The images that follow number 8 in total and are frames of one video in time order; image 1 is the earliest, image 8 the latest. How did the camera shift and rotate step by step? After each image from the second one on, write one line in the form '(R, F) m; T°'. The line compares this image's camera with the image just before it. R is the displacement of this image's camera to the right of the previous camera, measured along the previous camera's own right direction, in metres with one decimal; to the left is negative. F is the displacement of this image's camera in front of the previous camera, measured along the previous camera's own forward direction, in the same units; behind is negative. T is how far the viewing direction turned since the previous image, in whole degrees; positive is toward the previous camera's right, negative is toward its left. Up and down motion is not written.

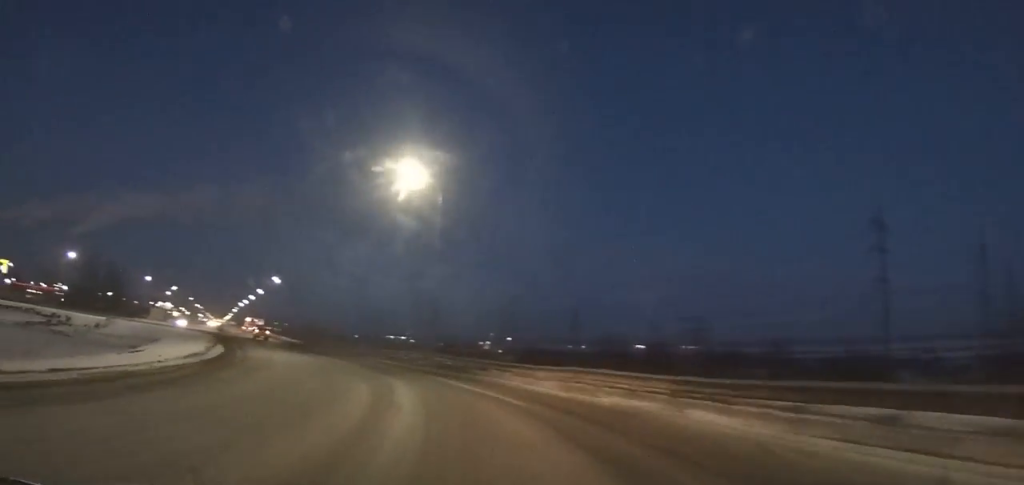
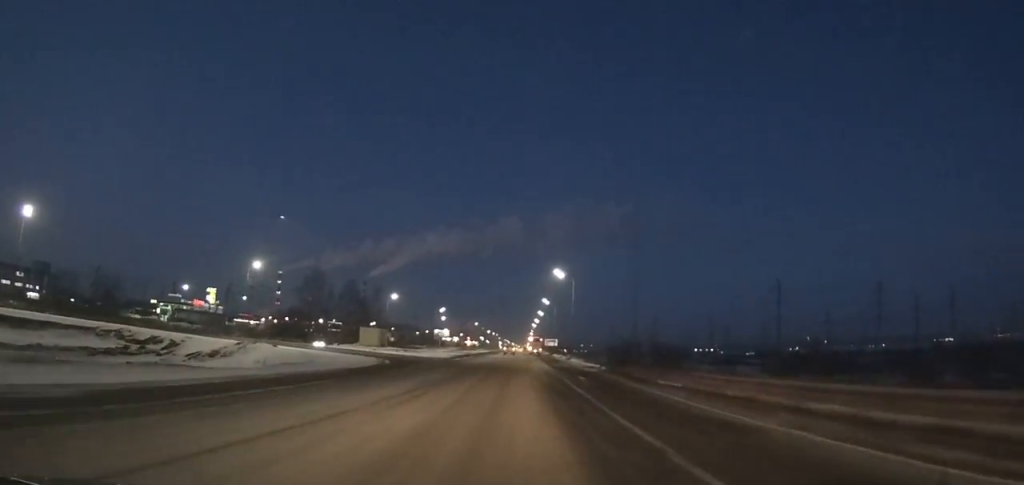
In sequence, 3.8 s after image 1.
(-11.8, +47.4) m; -18°
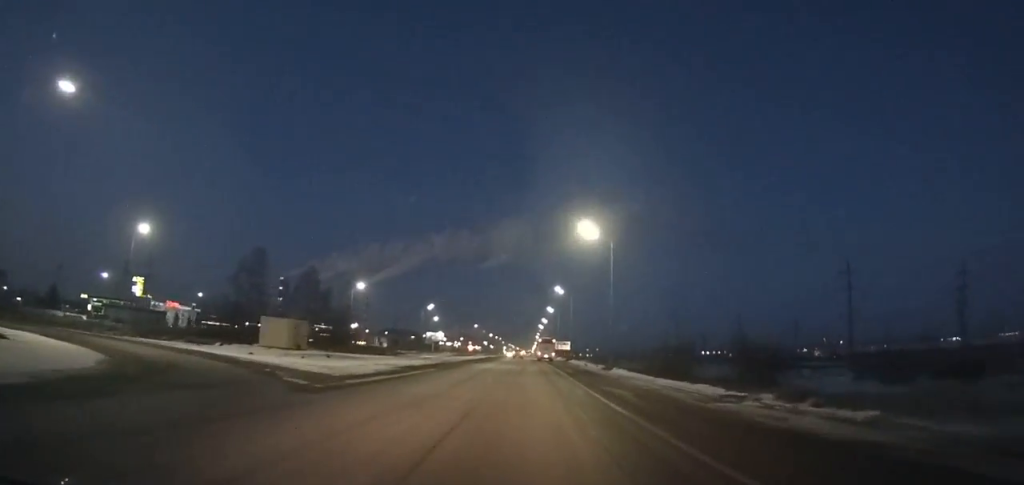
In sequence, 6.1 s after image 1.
(-1.0, +32.4) m; -2°
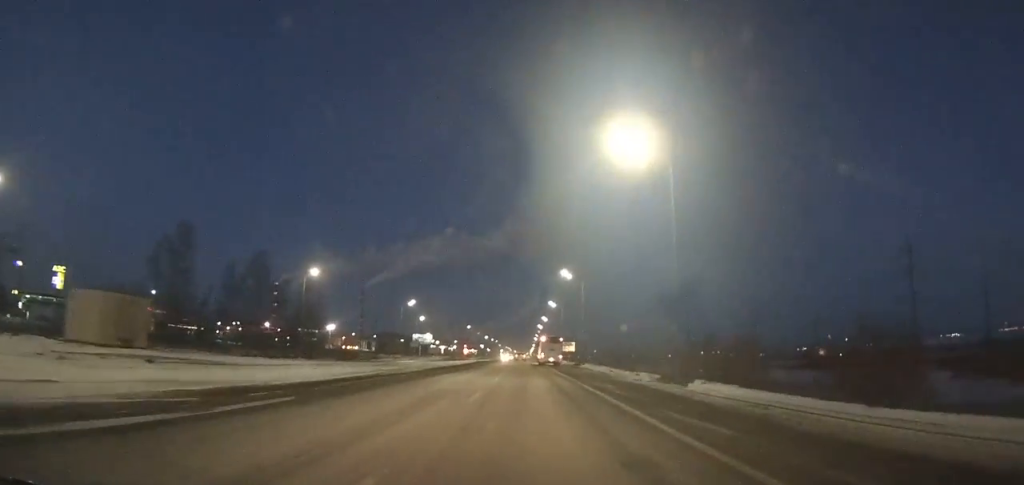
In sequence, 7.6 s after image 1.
(-0.1, +21.7) m; 0°
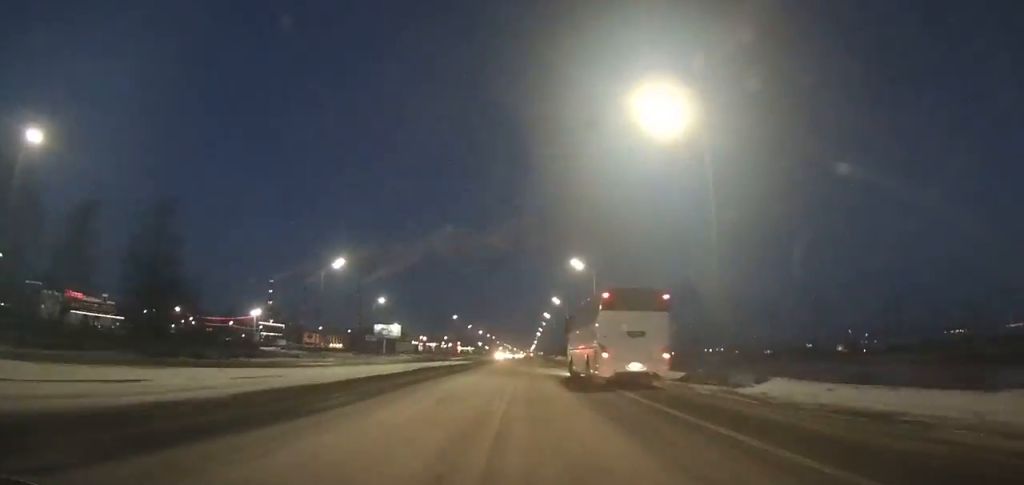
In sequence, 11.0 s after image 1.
(+0.3, +52.2) m; +1°
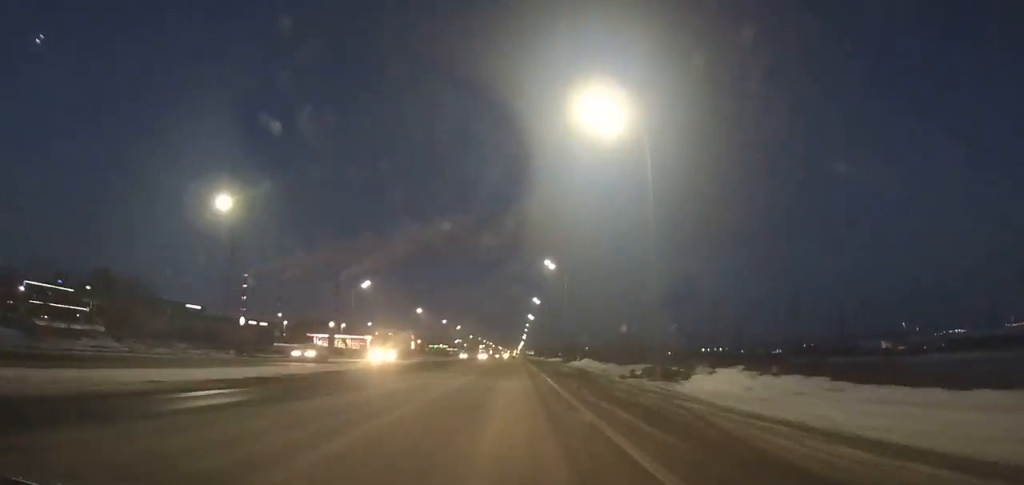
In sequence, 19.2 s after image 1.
(+1.0, +137.4) m; 0°
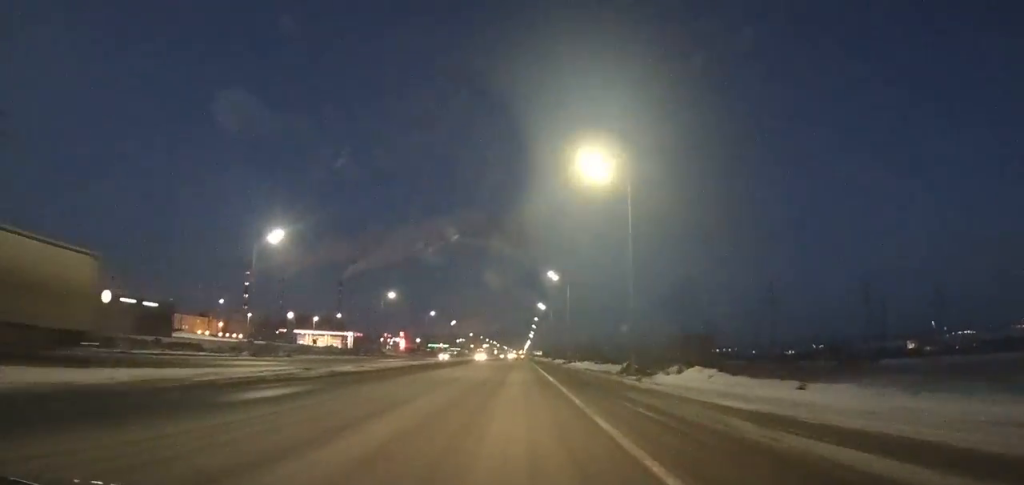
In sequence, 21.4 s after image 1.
(-0.2, +39.5) m; 0°
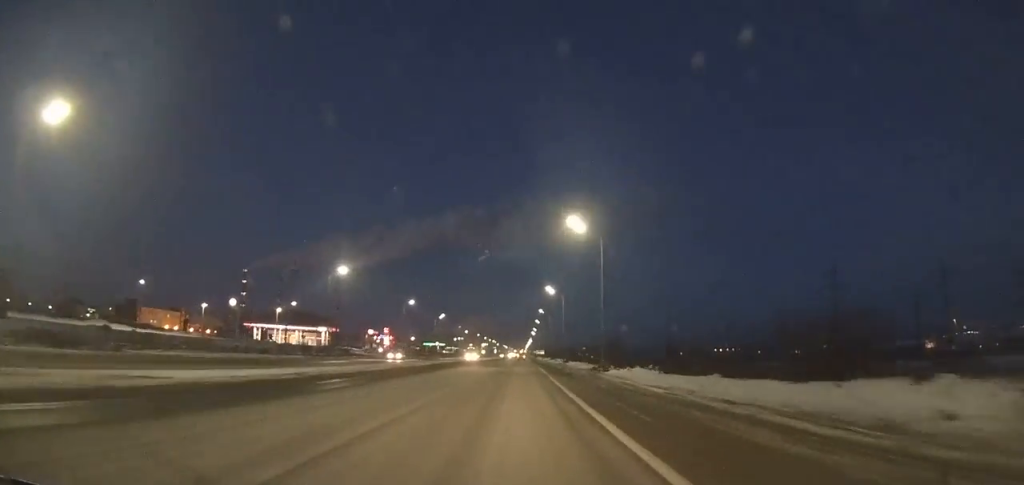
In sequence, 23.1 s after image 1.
(0.0, +31.0) m; 0°
